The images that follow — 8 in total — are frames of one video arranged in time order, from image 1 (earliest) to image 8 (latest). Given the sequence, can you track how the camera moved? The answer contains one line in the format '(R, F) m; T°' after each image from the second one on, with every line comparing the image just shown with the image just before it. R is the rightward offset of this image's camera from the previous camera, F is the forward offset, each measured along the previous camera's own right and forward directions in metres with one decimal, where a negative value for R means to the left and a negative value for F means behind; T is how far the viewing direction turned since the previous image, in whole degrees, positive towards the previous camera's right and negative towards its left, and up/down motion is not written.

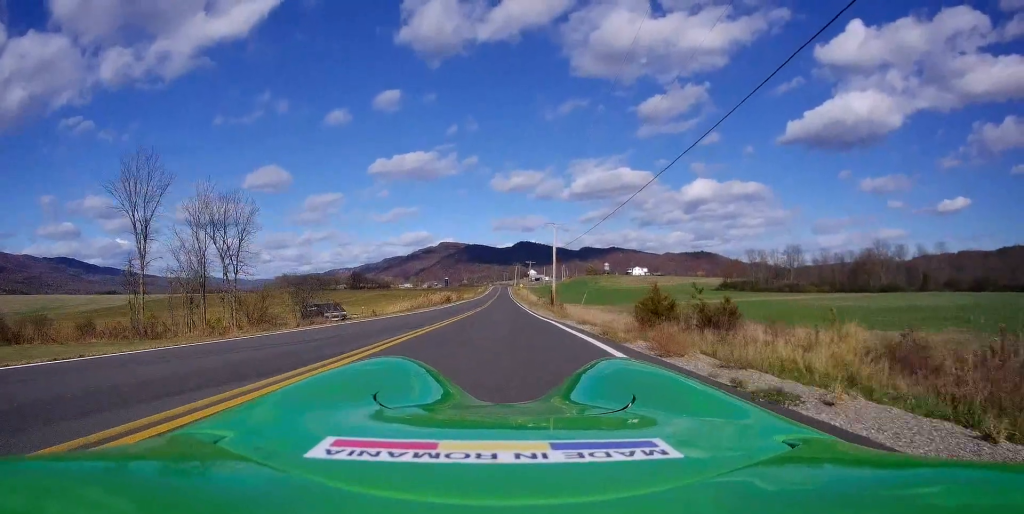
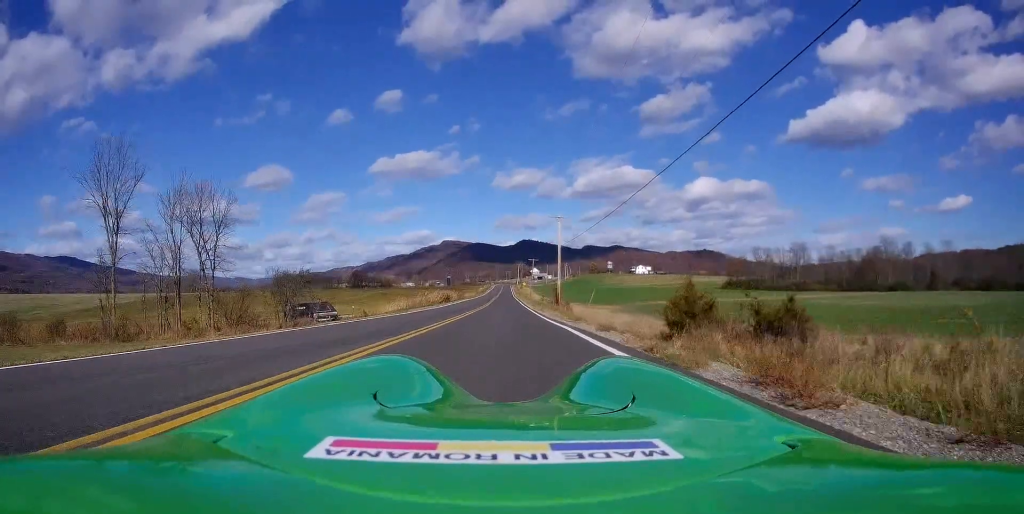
(+0.1, +3.9) m; 0°
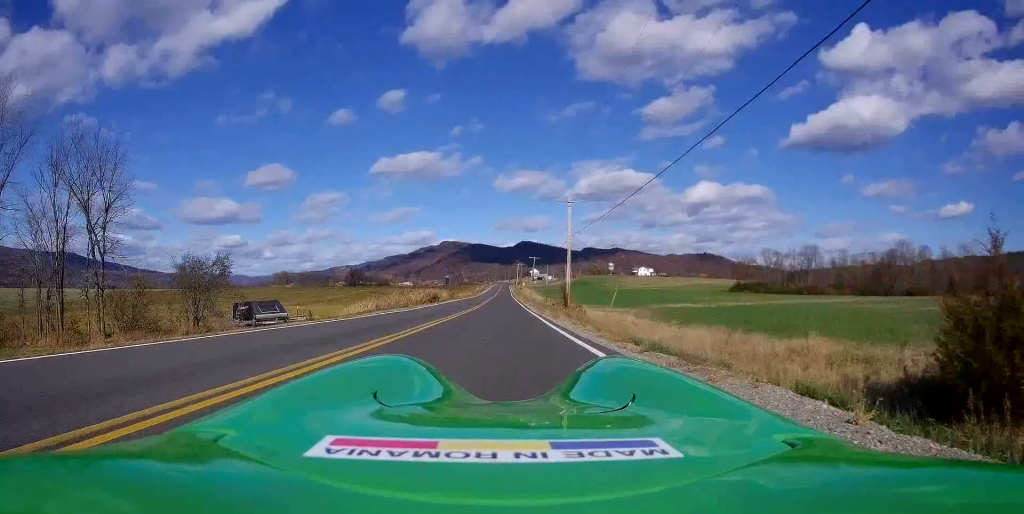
(-0.2, +11.6) m; 0°
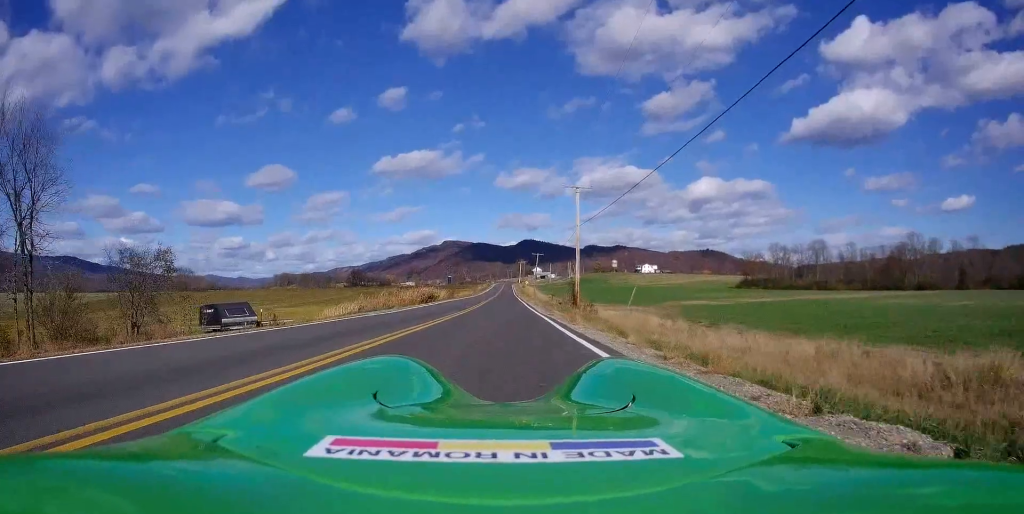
(+0.2, +5.6) m; 0°
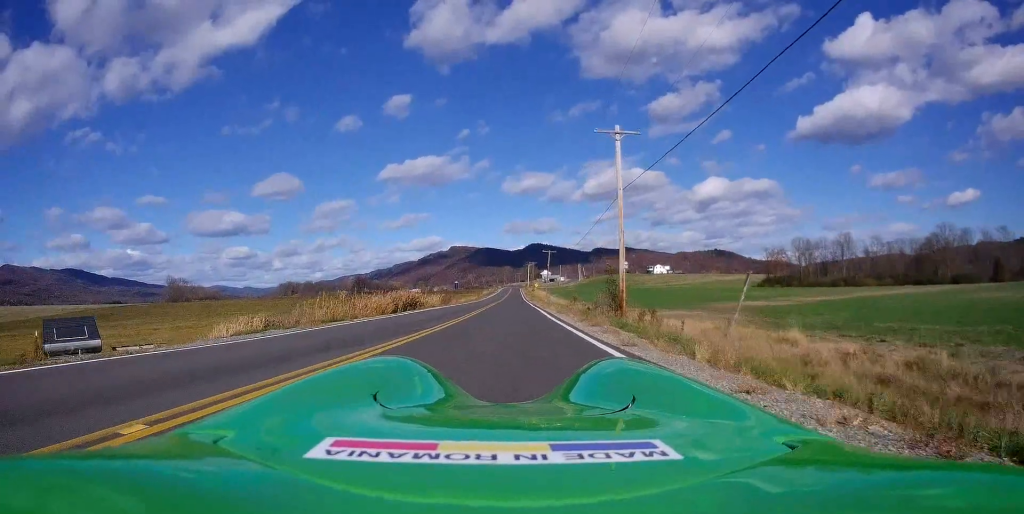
(-0.8, +16.1) m; -4°
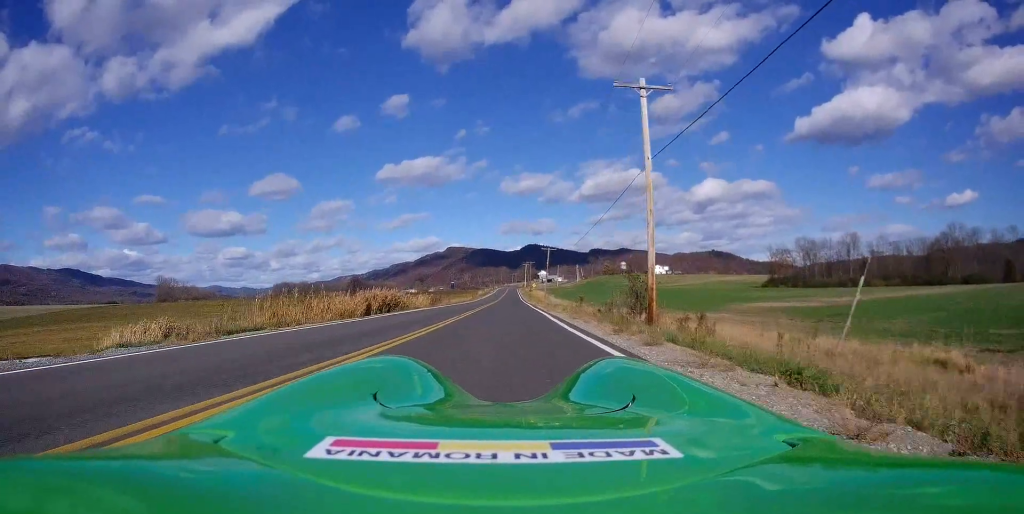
(-0.1, +7.1) m; 0°
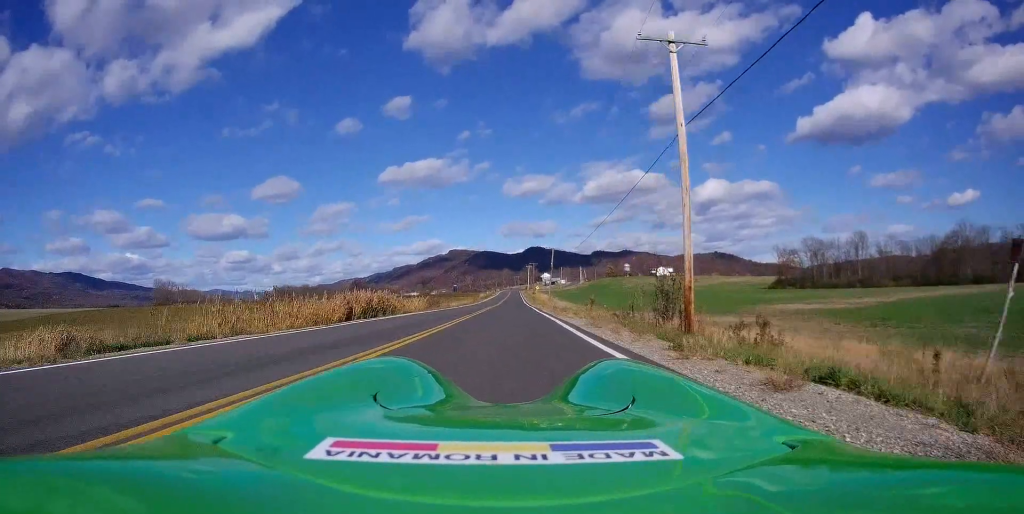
(0.0, +4.7) m; 0°
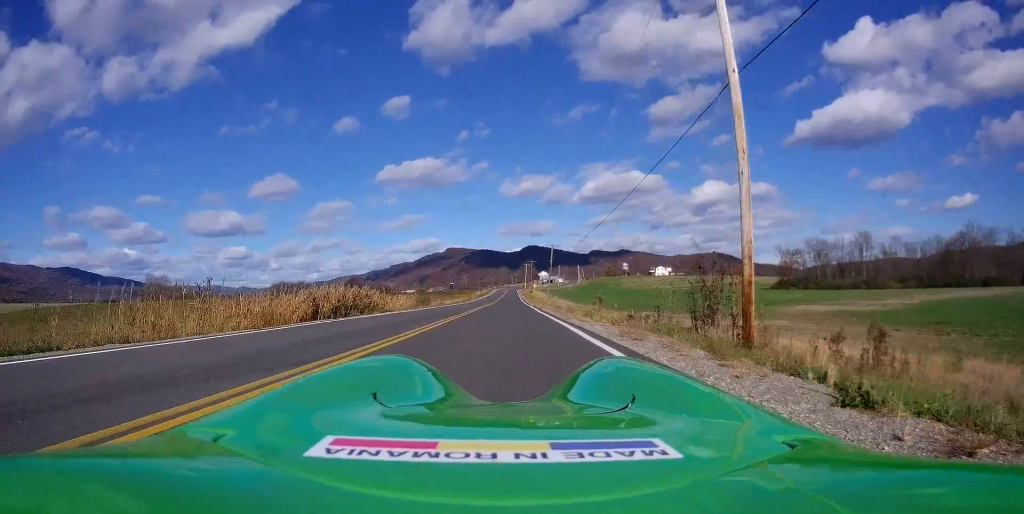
(0.0, +5.1) m; 0°
